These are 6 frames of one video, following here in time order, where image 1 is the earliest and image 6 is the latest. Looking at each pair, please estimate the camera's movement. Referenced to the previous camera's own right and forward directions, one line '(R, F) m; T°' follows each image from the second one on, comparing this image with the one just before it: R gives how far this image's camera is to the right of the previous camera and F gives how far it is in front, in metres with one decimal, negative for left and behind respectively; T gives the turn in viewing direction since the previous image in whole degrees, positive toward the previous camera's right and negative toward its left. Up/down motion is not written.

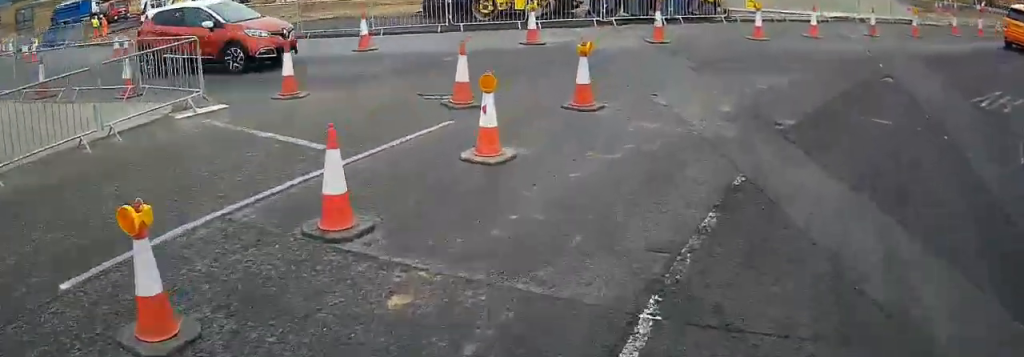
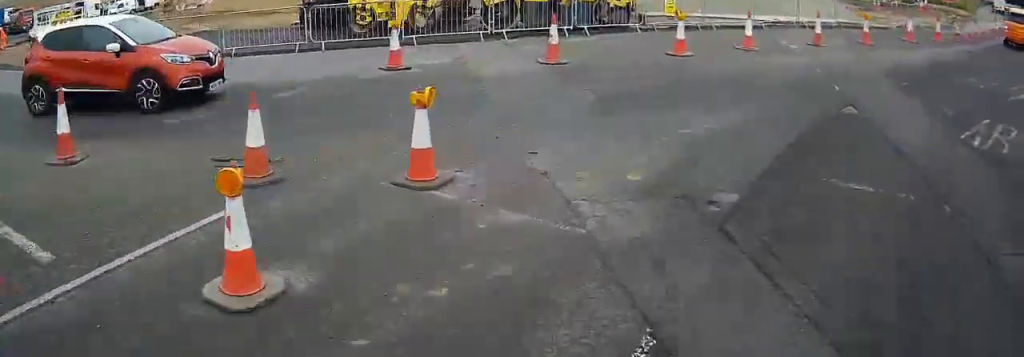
(+0.3, +3.1) m; +5°
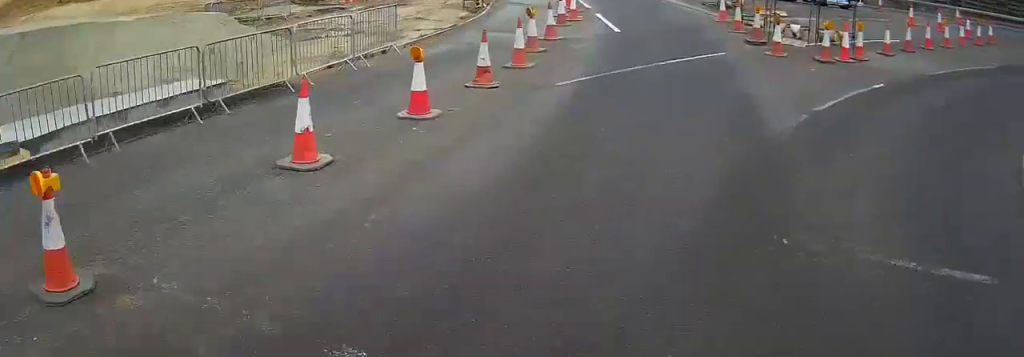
(+5.9, +14.5) m; +47°
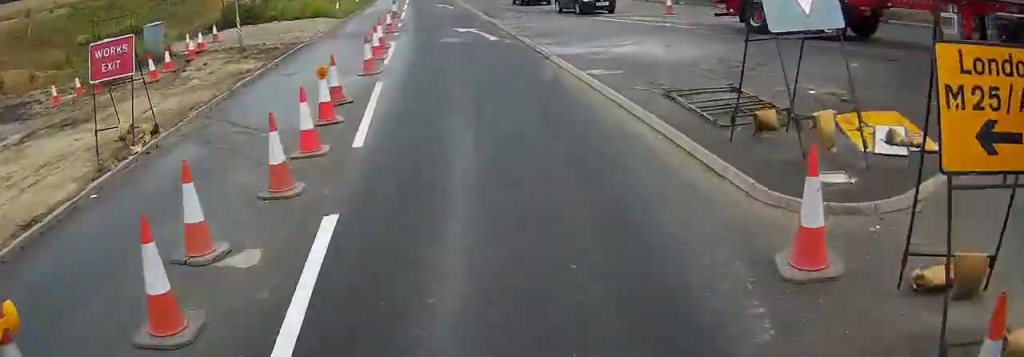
(+2.5, +17.3) m; +10°
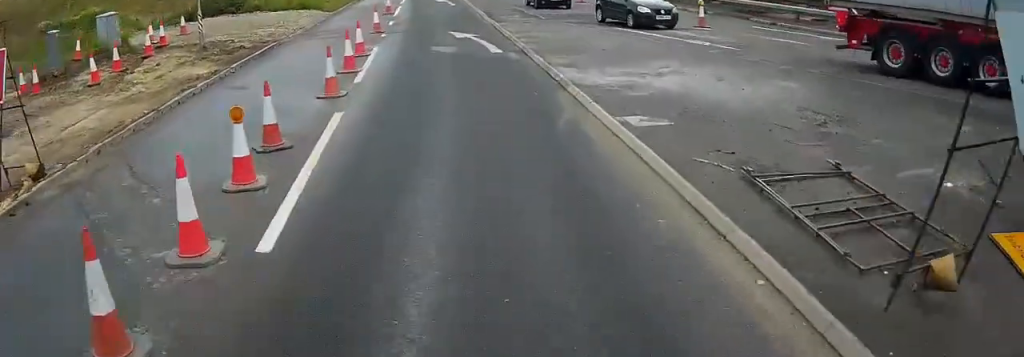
(0.0, +4.4) m; -1°
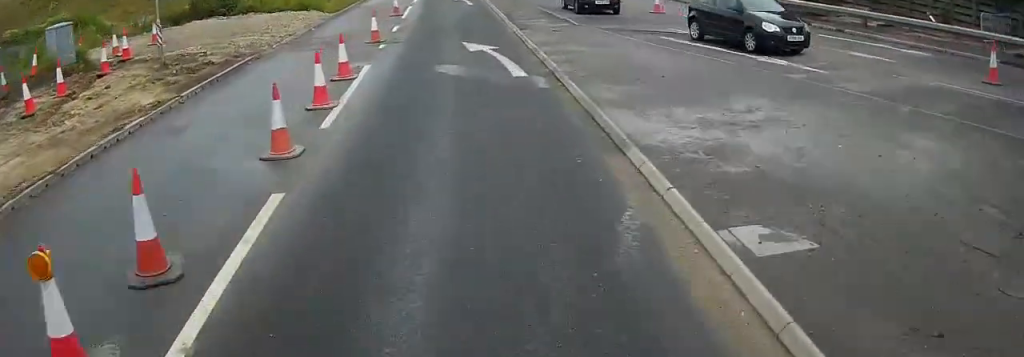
(-0.1, +4.5) m; -2°
